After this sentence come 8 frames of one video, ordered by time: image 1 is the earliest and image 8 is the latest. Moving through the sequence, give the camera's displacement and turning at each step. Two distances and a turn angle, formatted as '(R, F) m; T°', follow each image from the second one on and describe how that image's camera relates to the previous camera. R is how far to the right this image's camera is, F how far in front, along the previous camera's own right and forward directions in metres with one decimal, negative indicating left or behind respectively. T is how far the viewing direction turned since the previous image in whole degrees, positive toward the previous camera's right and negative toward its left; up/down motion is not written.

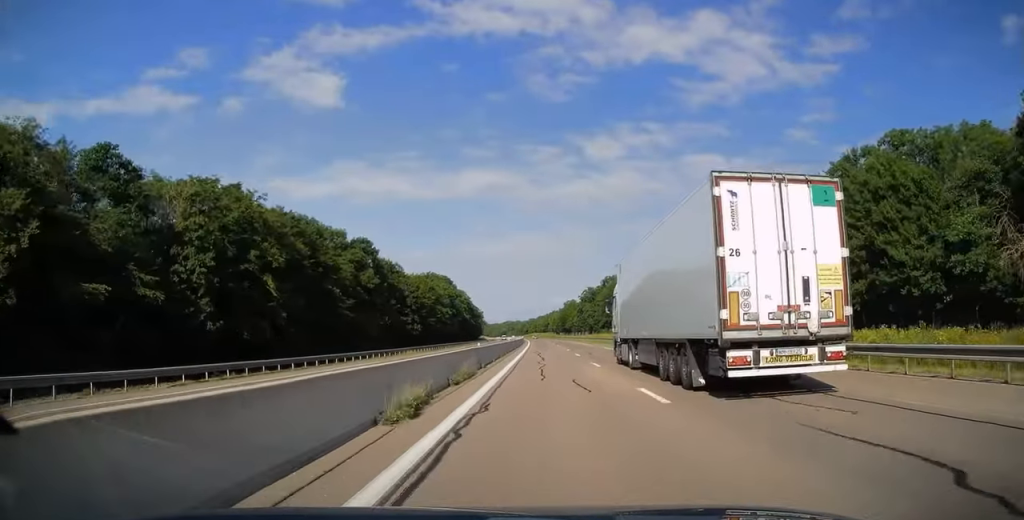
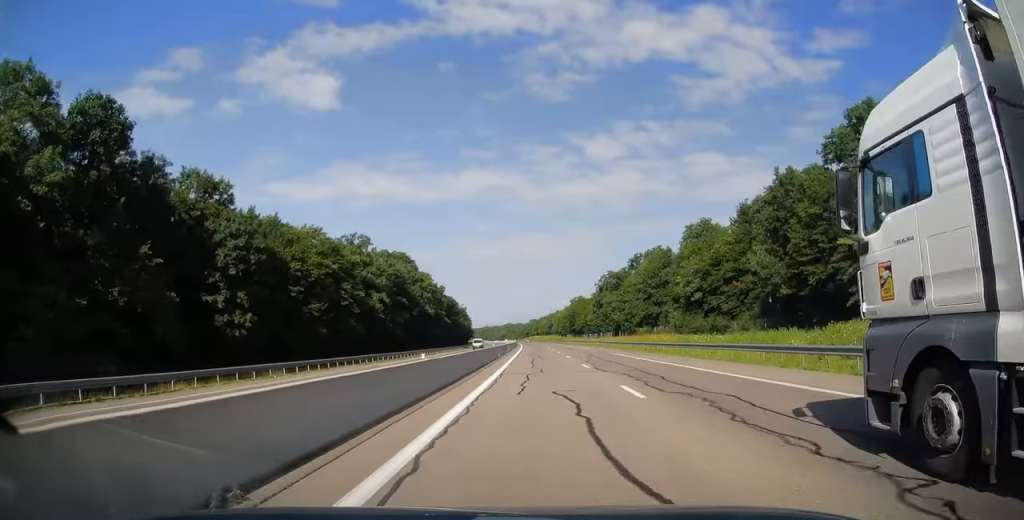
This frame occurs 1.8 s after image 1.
(-0.7, +62.5) m; -1°
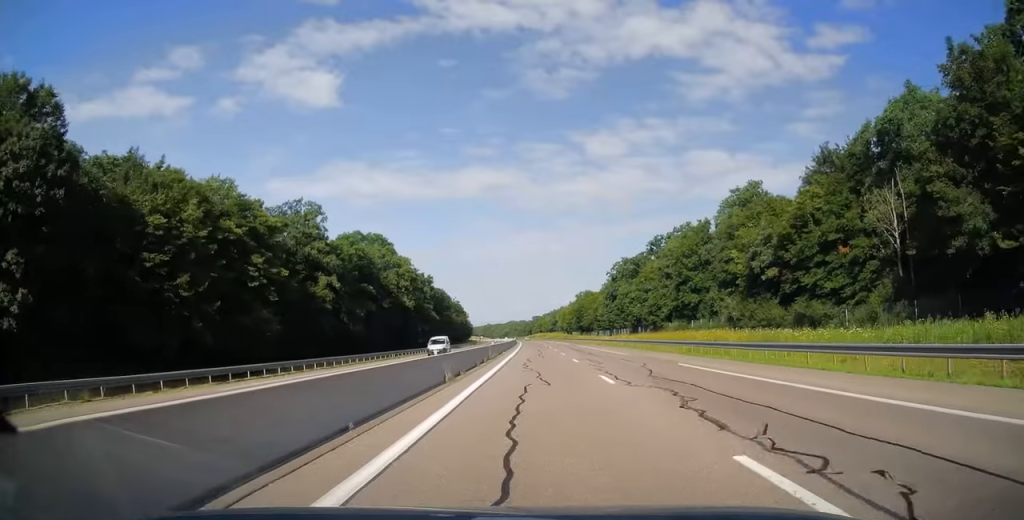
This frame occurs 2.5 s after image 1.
(-0.2, +22.5) m; 0°
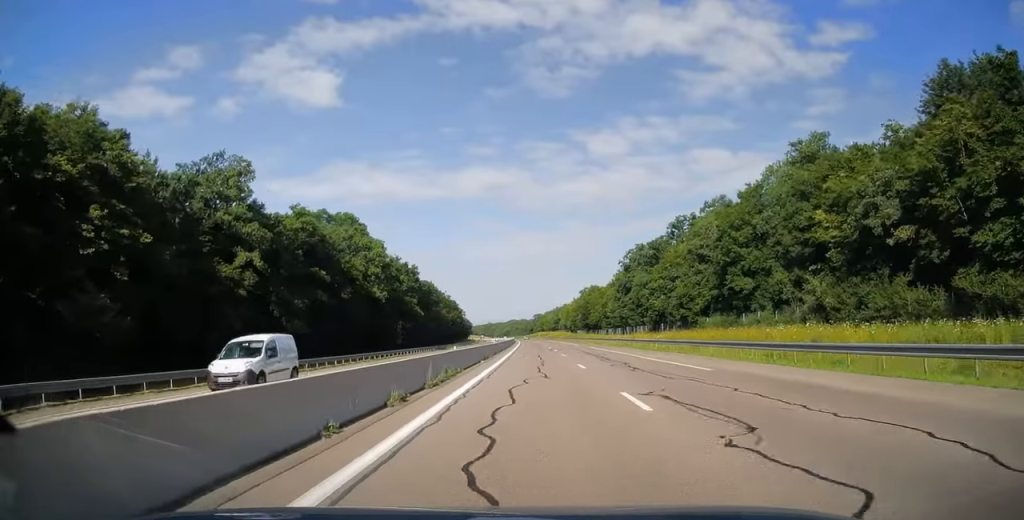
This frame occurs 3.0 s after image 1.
(+0.2, +19.1) m; 0°
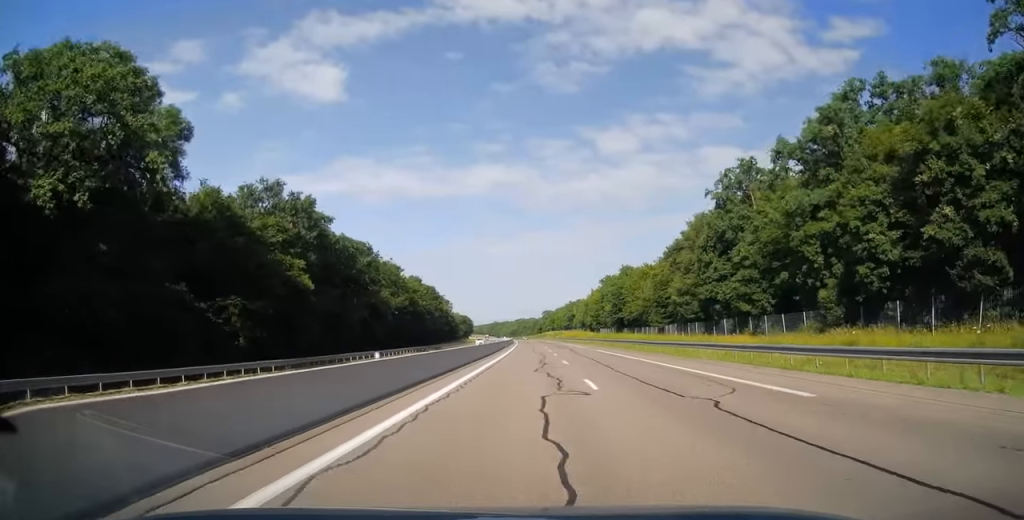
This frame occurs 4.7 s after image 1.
(-0.4, +60.0) m; -1°
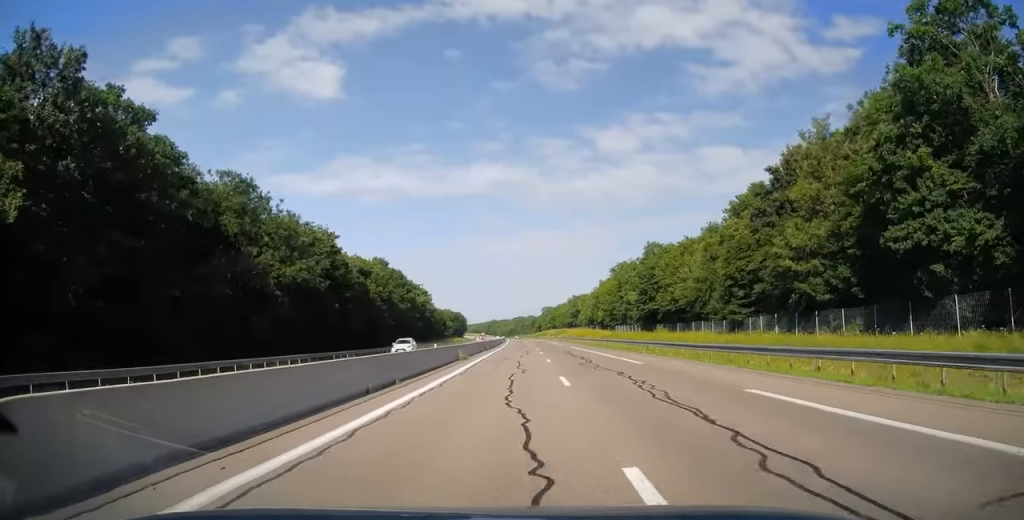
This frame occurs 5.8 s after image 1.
(0.0, +36.8) m; 0°
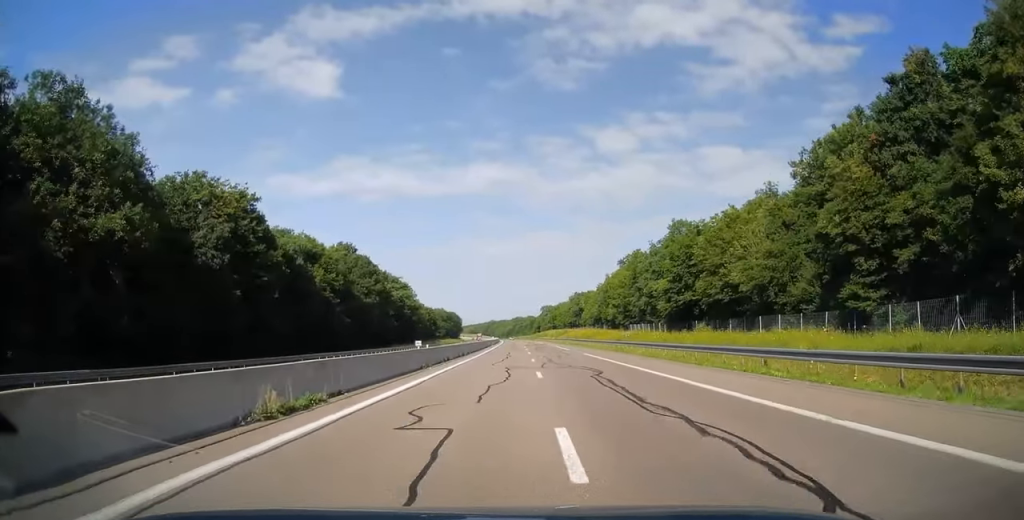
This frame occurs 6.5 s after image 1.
(0.0, +23.0) m; 0°
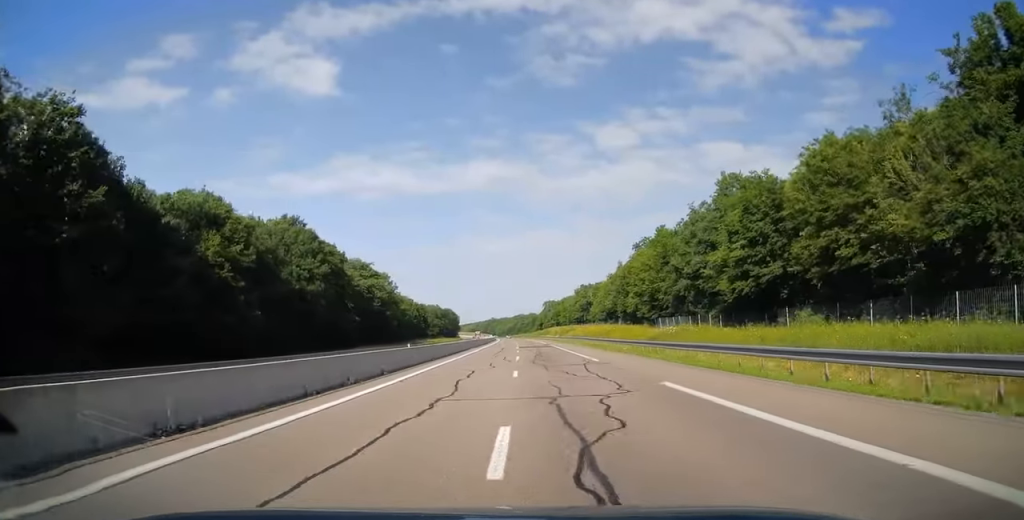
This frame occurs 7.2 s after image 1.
(0.0, +25.8) m; -1°
